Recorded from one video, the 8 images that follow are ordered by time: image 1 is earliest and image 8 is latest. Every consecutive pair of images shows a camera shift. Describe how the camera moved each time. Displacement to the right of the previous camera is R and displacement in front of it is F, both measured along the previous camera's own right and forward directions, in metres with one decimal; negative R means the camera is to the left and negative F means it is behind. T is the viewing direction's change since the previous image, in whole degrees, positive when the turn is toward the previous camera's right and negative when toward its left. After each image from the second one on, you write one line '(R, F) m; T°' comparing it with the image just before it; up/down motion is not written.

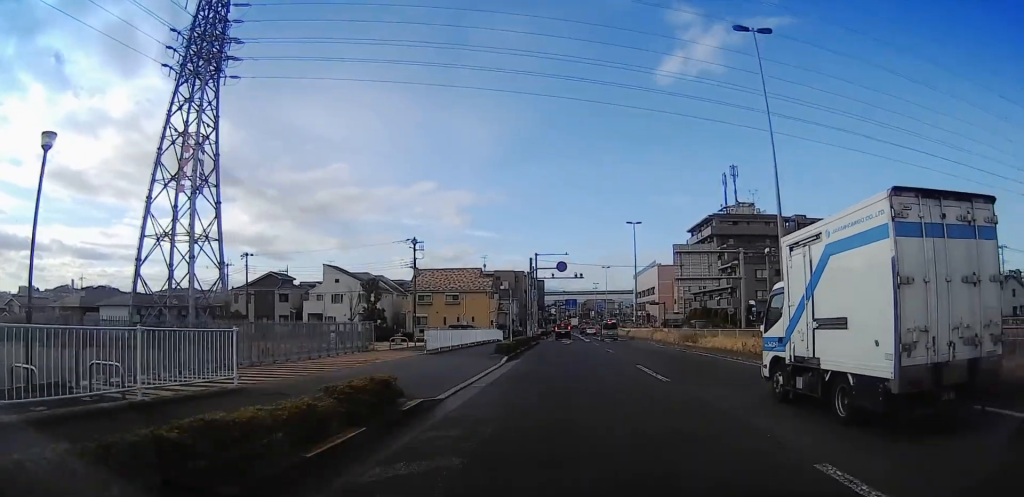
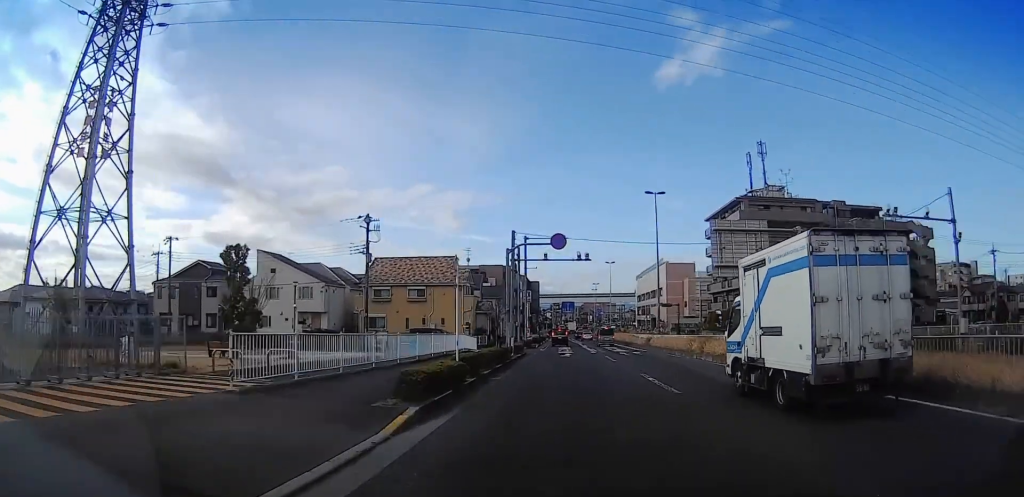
(-0.5, +17.7) m; -2°
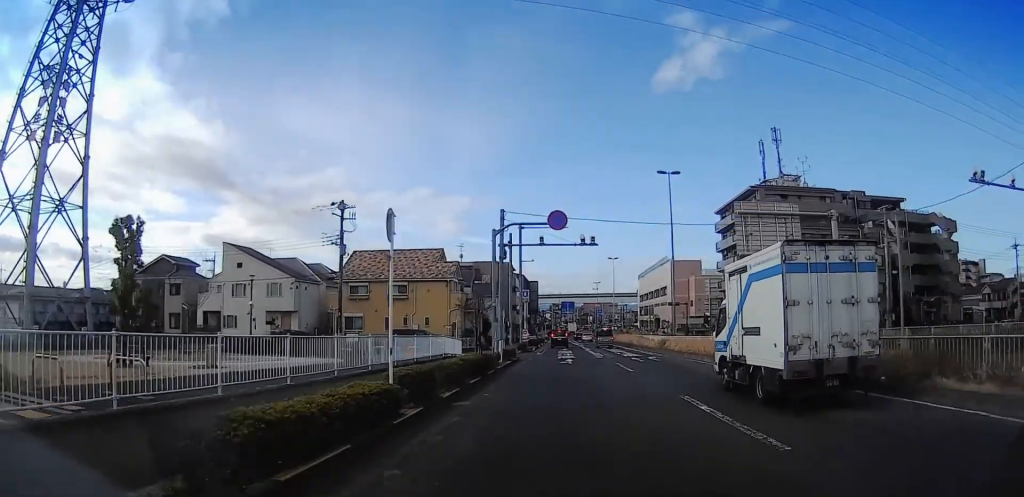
(-0.1, +6.9) m; 0°
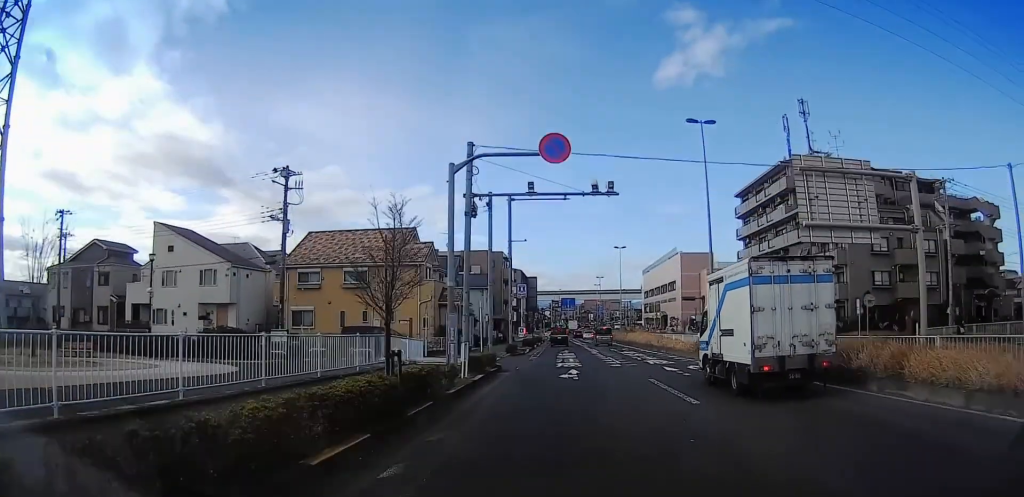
(+0.4, +11.2) m; 0°
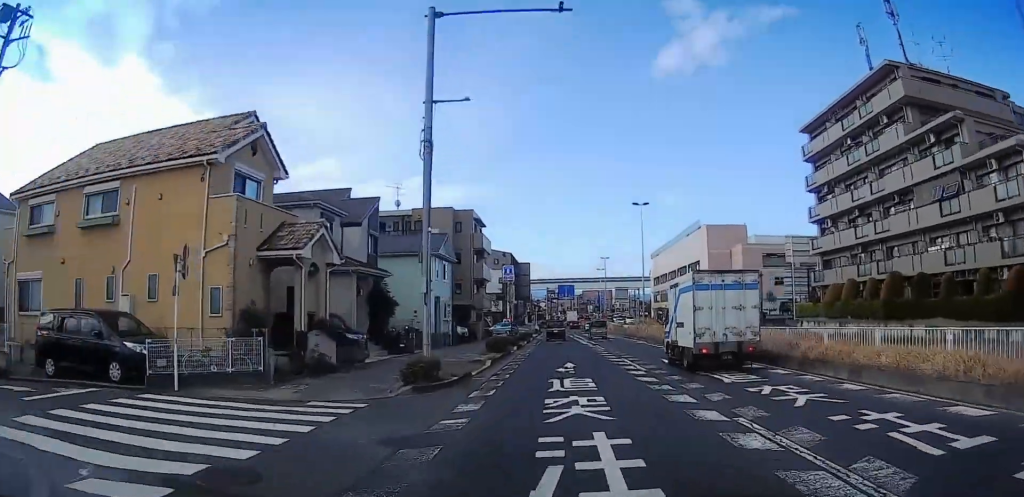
(0.0, +26.4) m; +2°
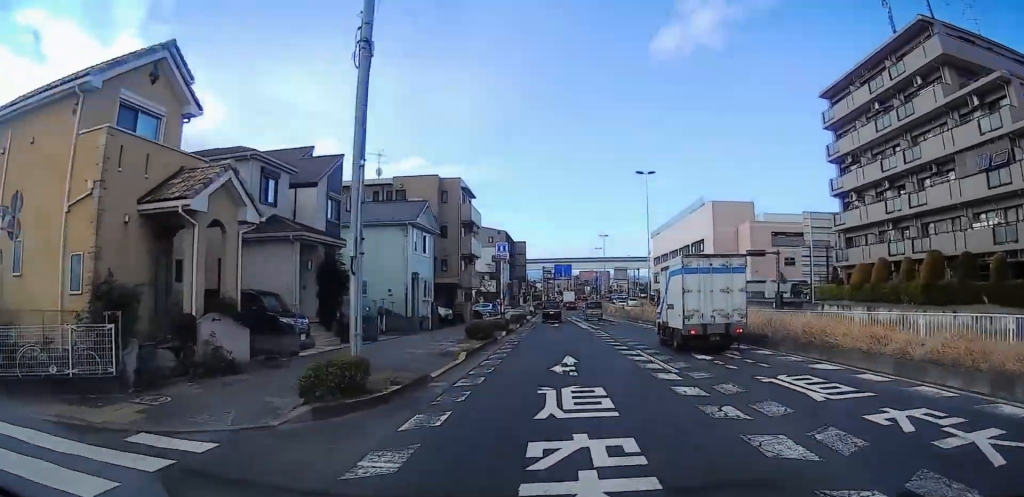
(0.0, +5.3) m; 0°
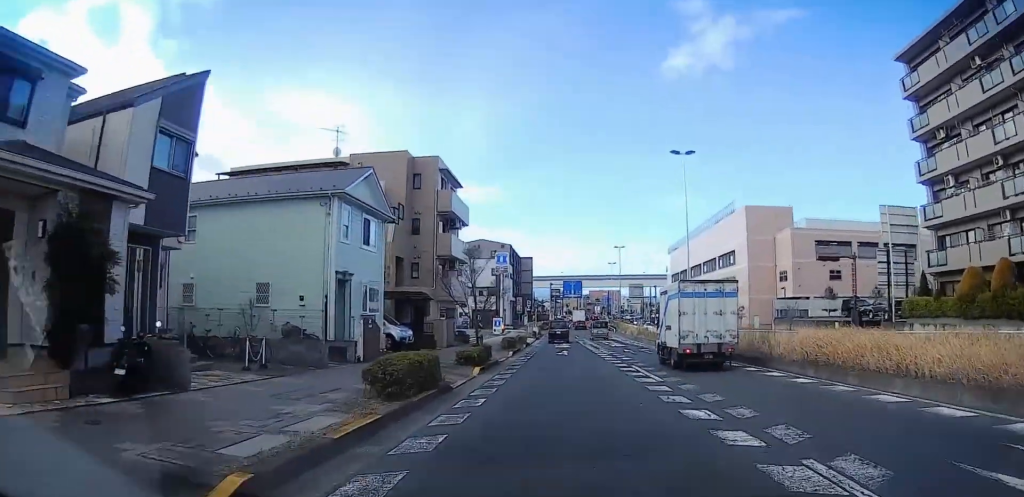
(0.0, +12.9) m; 0°
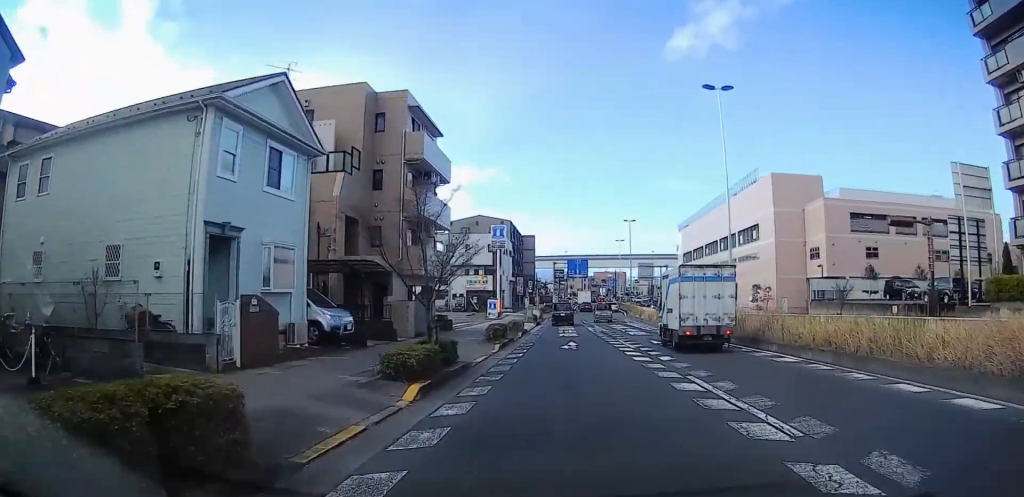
(0.0, +8.7) m; 0°
